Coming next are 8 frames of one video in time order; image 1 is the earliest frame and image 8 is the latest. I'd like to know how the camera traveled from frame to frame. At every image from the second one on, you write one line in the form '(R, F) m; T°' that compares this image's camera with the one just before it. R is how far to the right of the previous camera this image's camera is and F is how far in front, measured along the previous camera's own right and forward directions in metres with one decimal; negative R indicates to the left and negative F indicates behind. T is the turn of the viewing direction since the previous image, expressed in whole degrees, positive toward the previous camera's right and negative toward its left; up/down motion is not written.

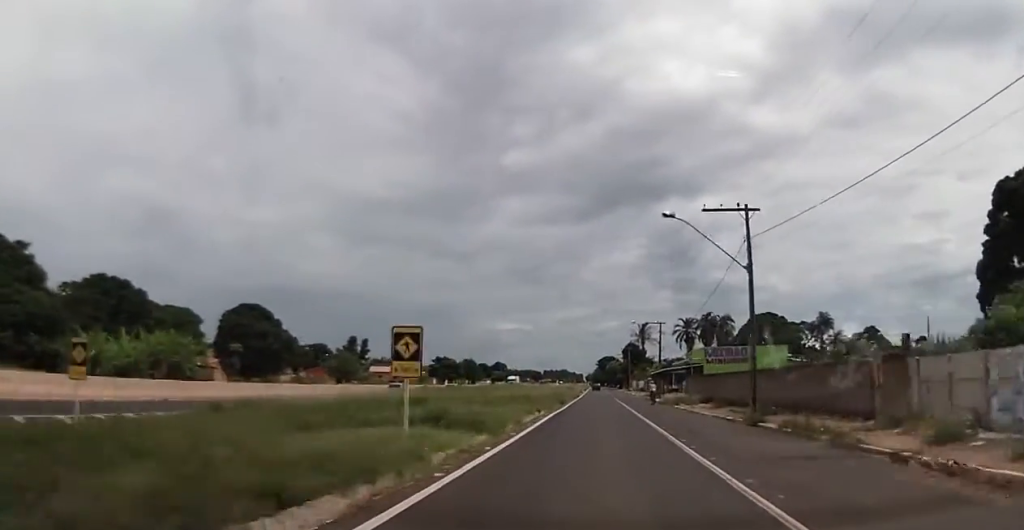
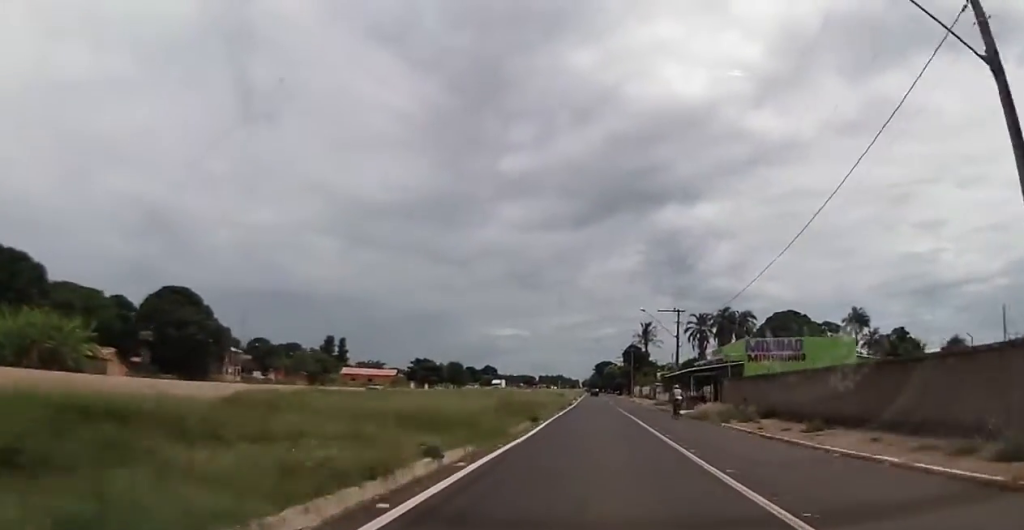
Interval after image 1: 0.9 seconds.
(0.0, +18.5) m; -1°
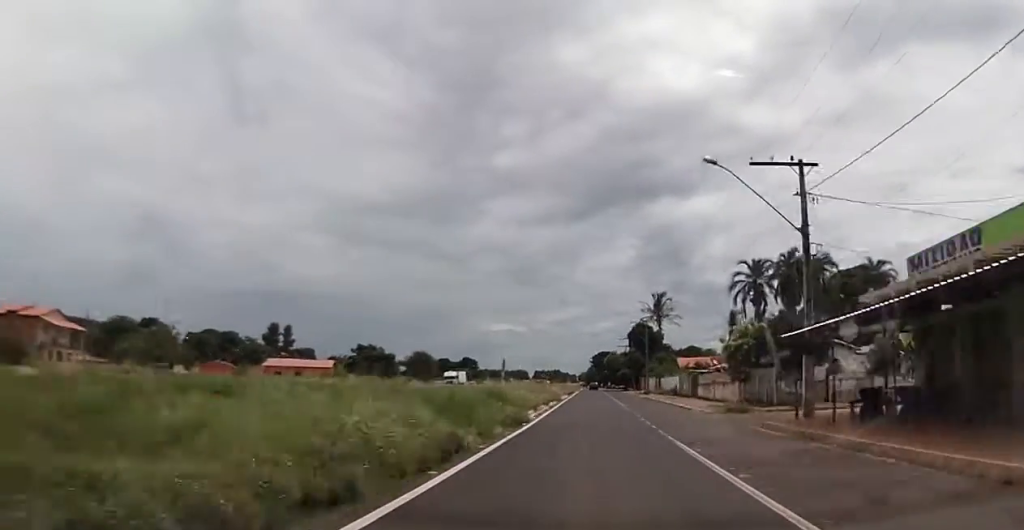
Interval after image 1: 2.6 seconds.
(-0.5, +37.8) m; 0°
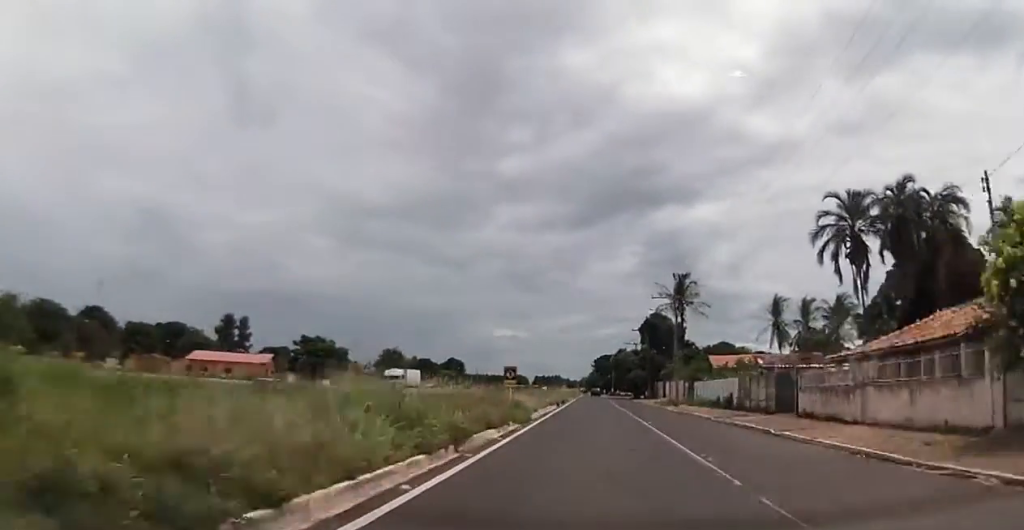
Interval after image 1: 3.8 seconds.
(+0.3, +25.9) m; +1°
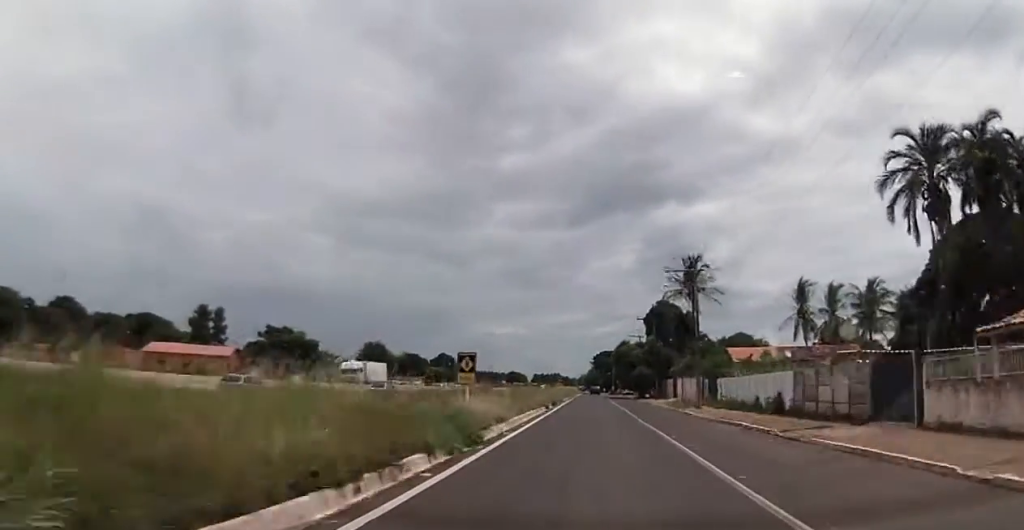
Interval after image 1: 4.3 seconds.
(+0.1, +11.1) m; 0°
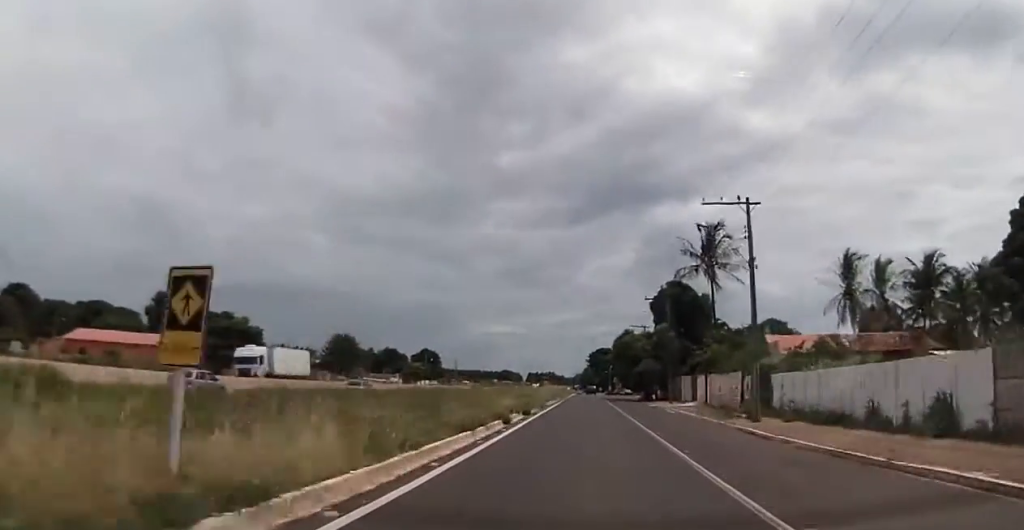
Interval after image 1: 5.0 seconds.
(-0.1, +15.5) m; -1°
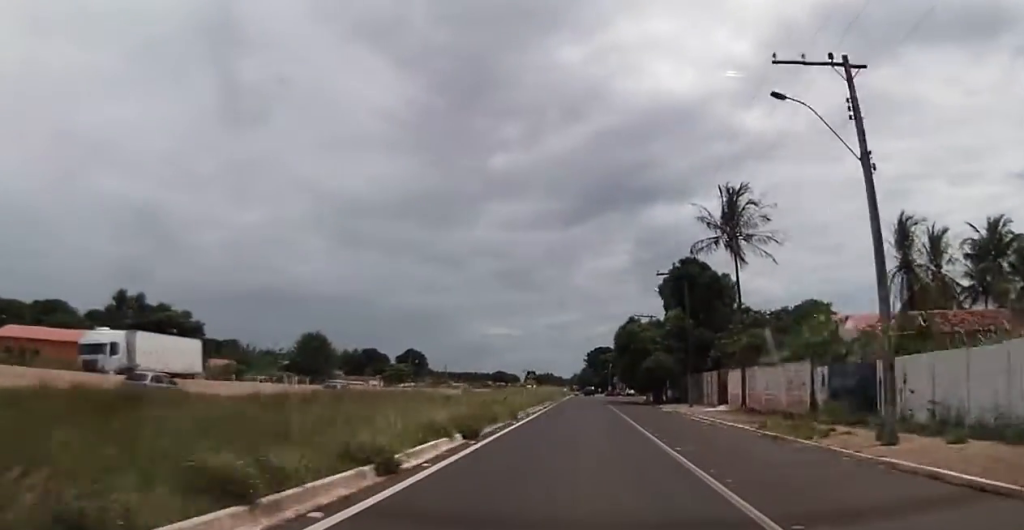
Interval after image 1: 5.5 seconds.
(-0.1, +12.5) m; 0°
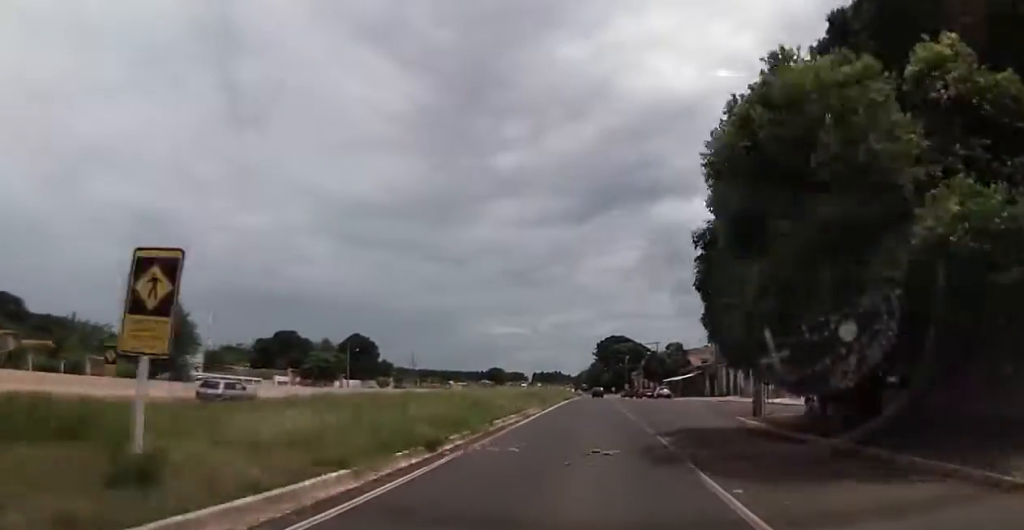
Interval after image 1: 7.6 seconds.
(+0.5, +43.9) m; +1°
